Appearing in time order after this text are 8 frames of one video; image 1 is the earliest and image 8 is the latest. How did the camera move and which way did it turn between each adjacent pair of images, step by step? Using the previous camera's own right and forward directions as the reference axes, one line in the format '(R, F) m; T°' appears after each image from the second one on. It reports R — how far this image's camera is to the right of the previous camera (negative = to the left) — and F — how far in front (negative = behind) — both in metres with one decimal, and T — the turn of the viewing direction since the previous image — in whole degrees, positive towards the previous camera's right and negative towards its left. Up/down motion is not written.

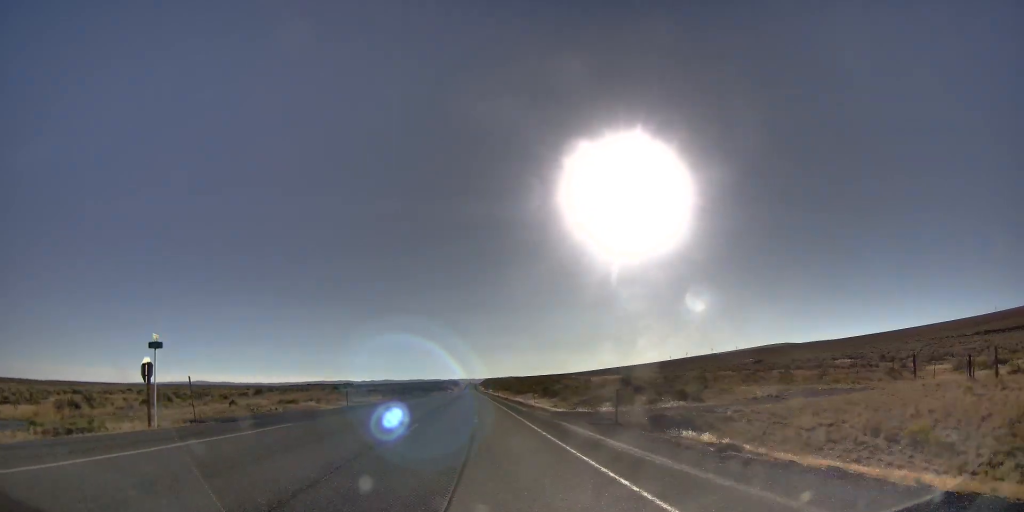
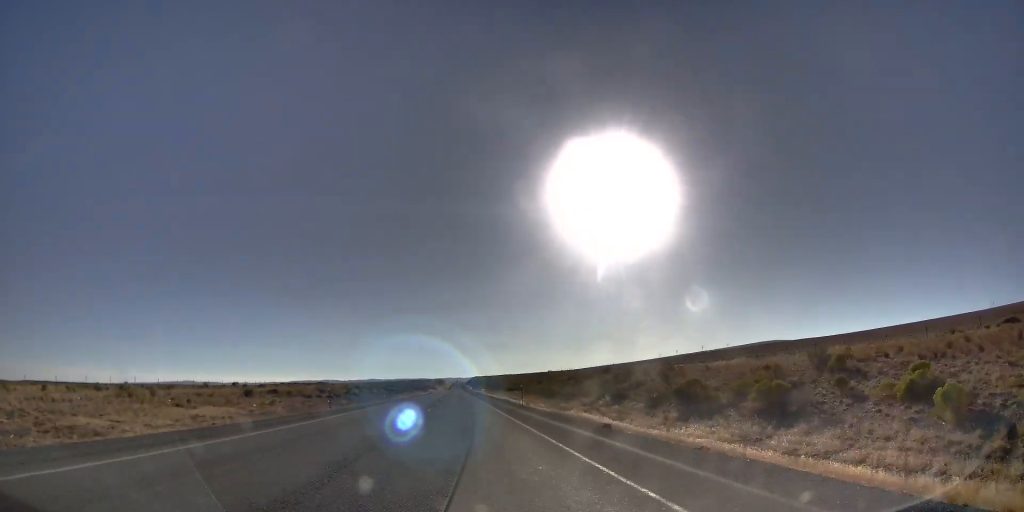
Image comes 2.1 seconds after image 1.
(+0.1, +61.5) m; -1°
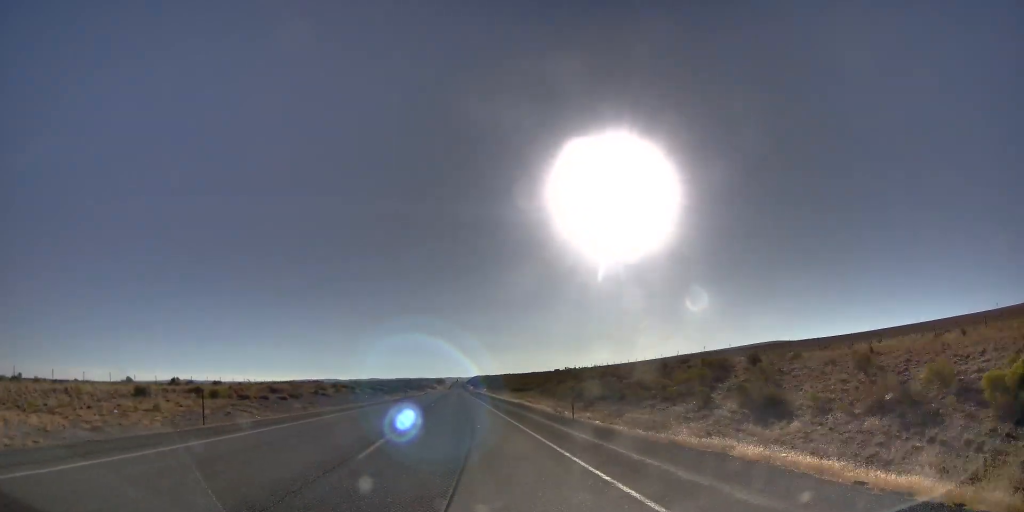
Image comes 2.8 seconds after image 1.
(0.0, +20.8) m; -1°
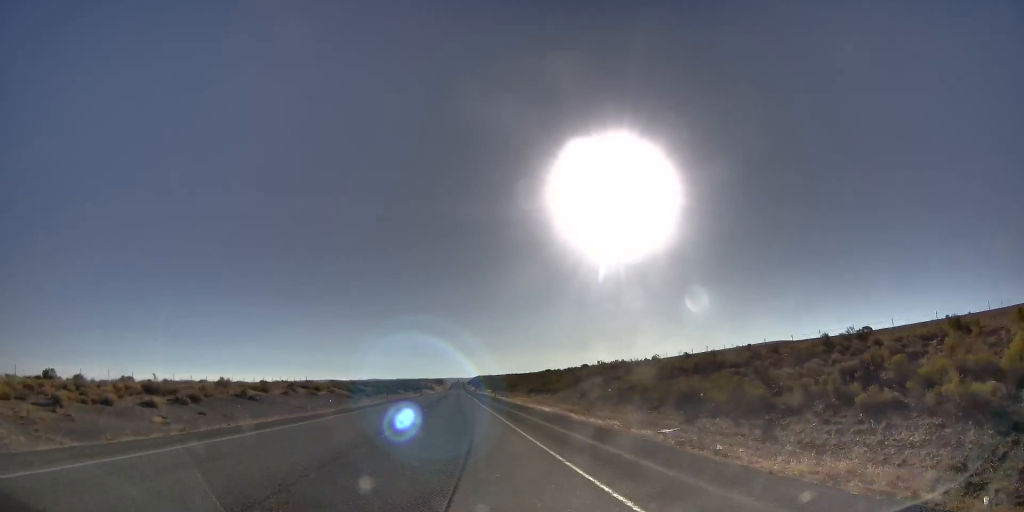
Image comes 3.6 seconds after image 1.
(-0.4, +25.7) m; 0°
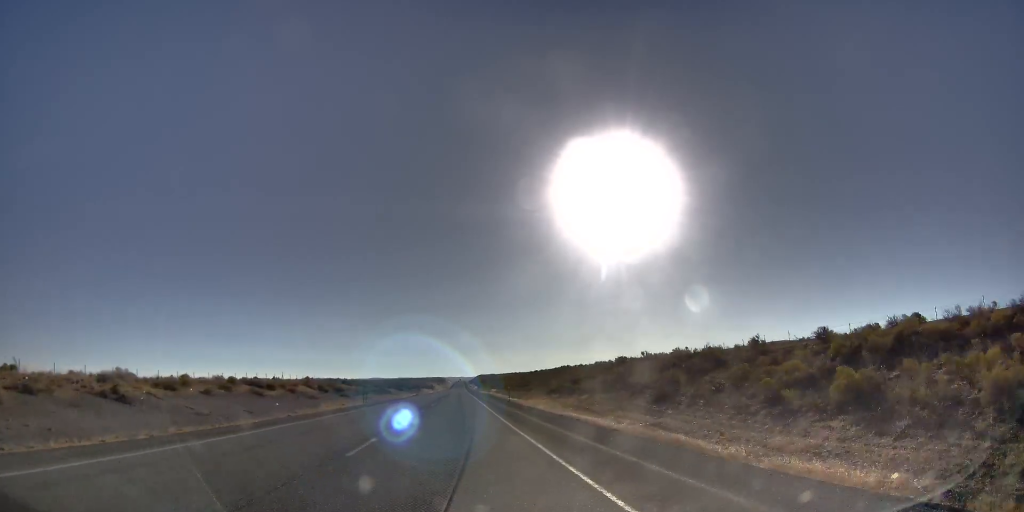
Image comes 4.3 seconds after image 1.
(0.0, +19.7) m; +1°
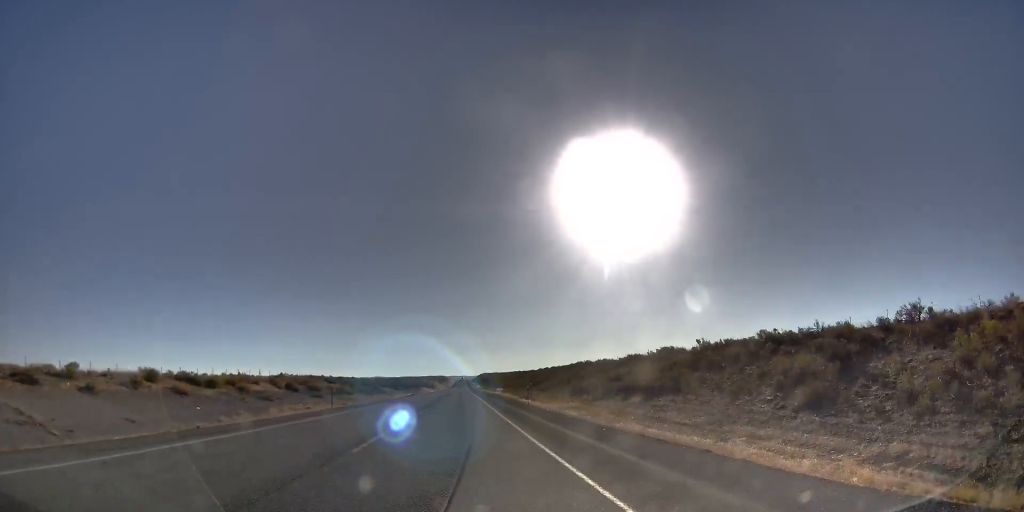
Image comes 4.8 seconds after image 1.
(+0.1, +14.7) m; +1°
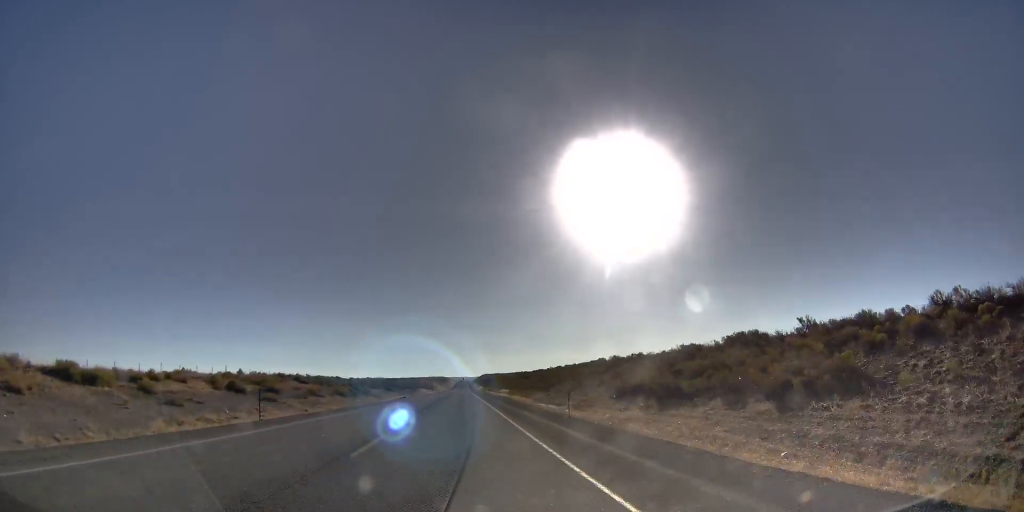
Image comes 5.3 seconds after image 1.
(+0.1, +15.6) m; +1°
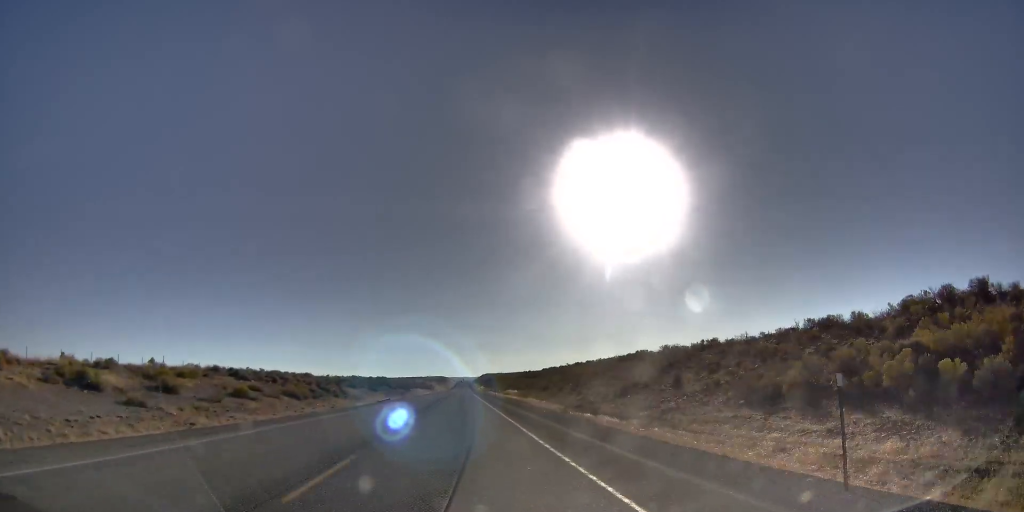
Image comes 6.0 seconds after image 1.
(0.0, +19.5) m; +1°
